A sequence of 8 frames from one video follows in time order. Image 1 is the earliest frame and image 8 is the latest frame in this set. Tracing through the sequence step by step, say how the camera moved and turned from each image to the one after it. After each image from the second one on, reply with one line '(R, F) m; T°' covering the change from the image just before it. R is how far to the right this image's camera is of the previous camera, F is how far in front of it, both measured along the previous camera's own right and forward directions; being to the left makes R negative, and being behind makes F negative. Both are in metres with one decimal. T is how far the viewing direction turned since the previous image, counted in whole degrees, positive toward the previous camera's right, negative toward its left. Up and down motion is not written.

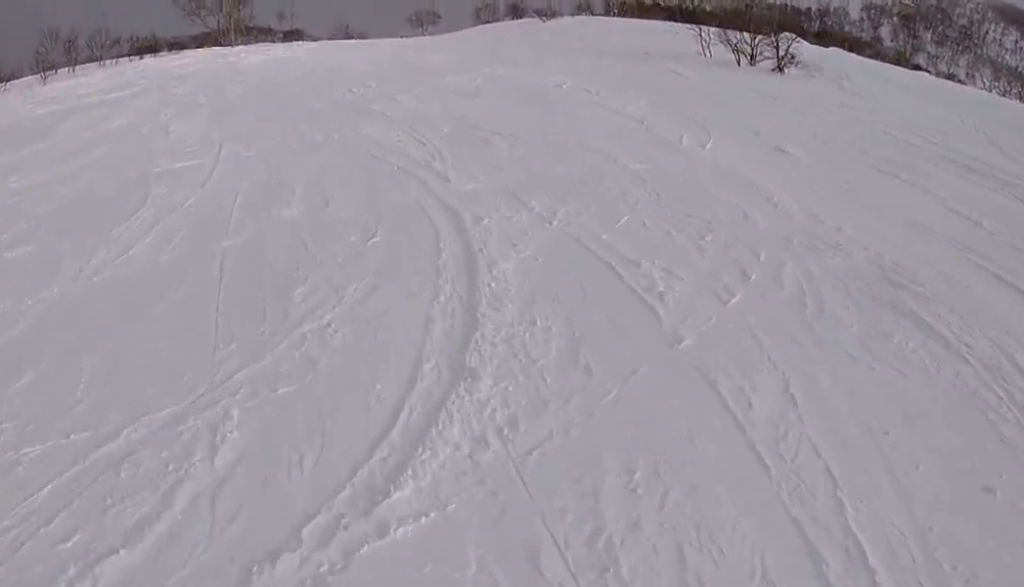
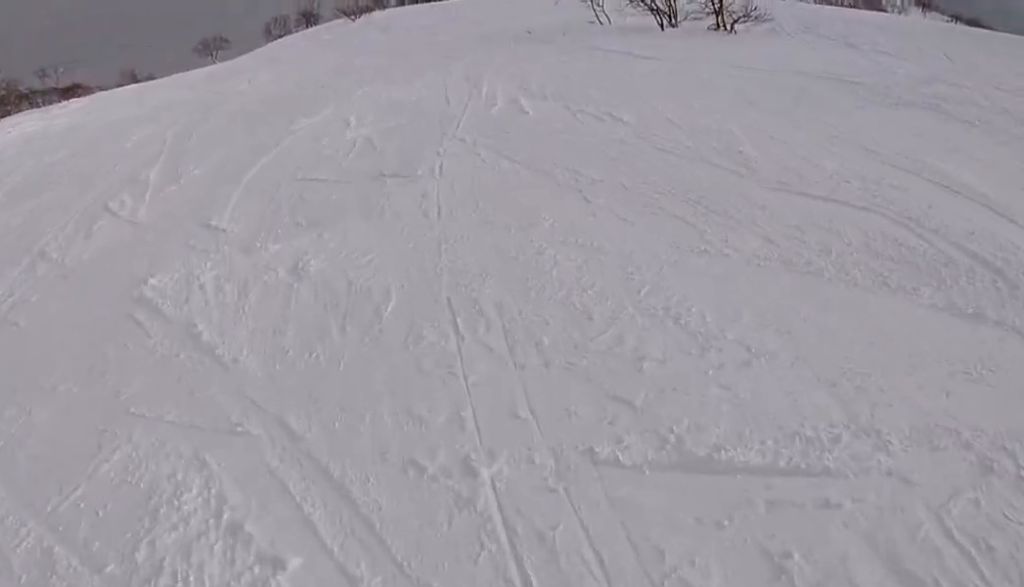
(-0.5, +8.6) m; -5°
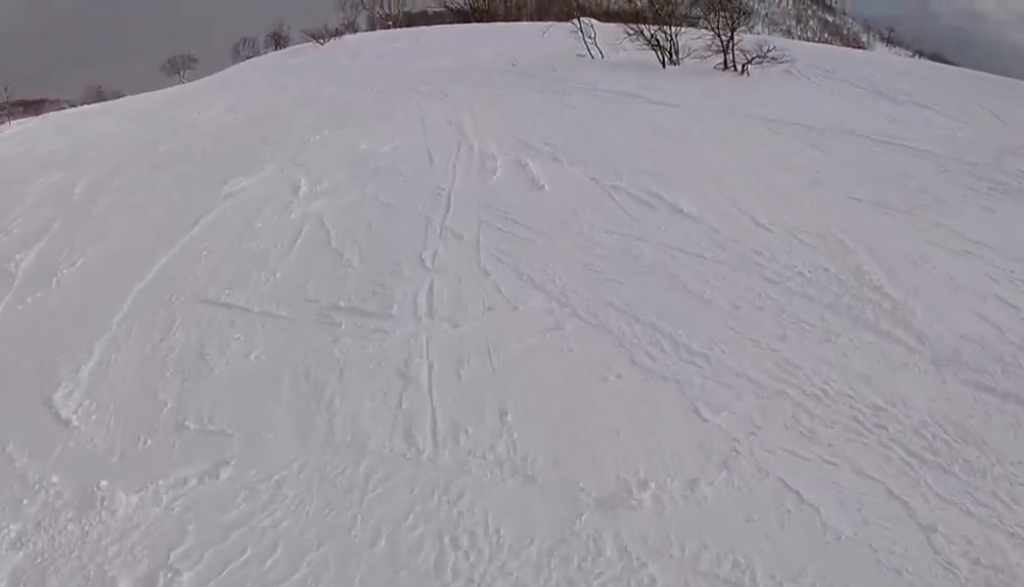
(-0.2, +2.5) m; 0°
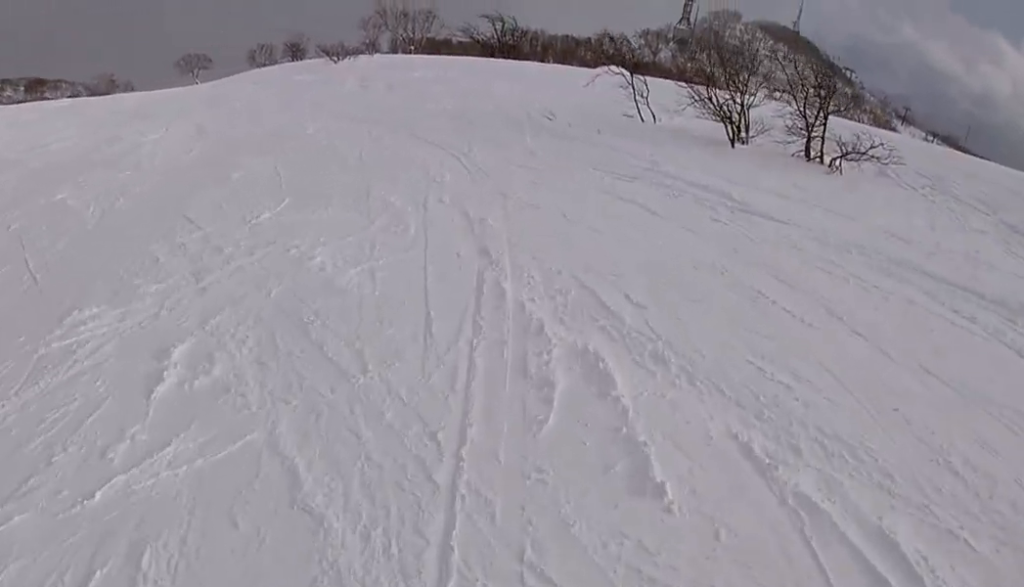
(+0.1, +3.7) m; +2°
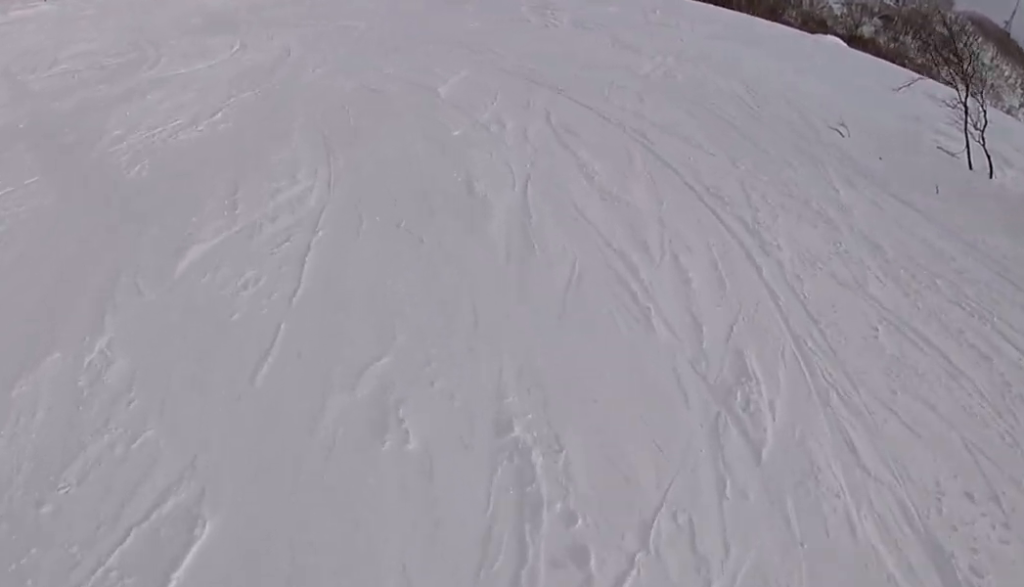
(+0.3, +6.0) m; +3°
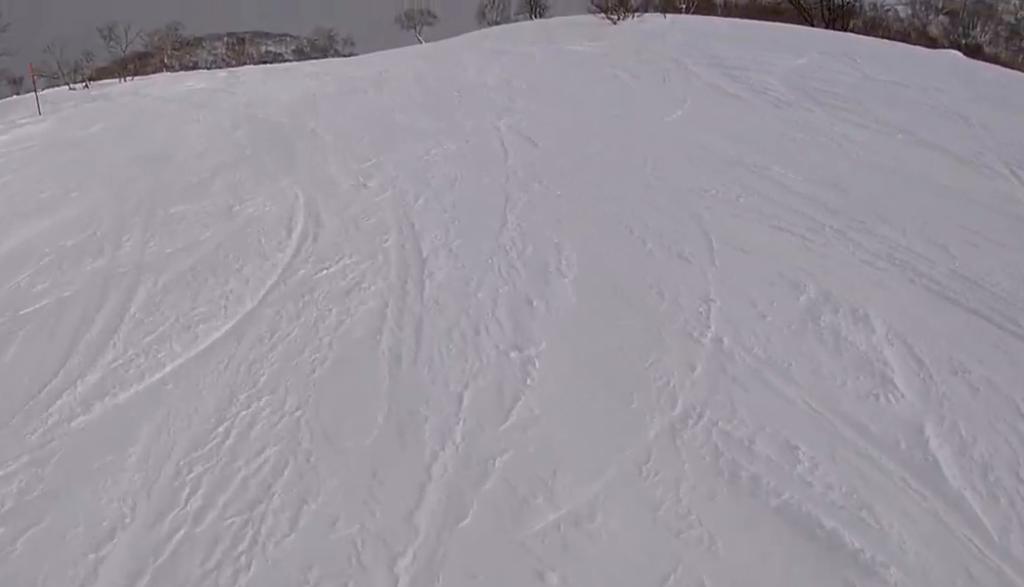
(0.0, +6.7) m; -3°
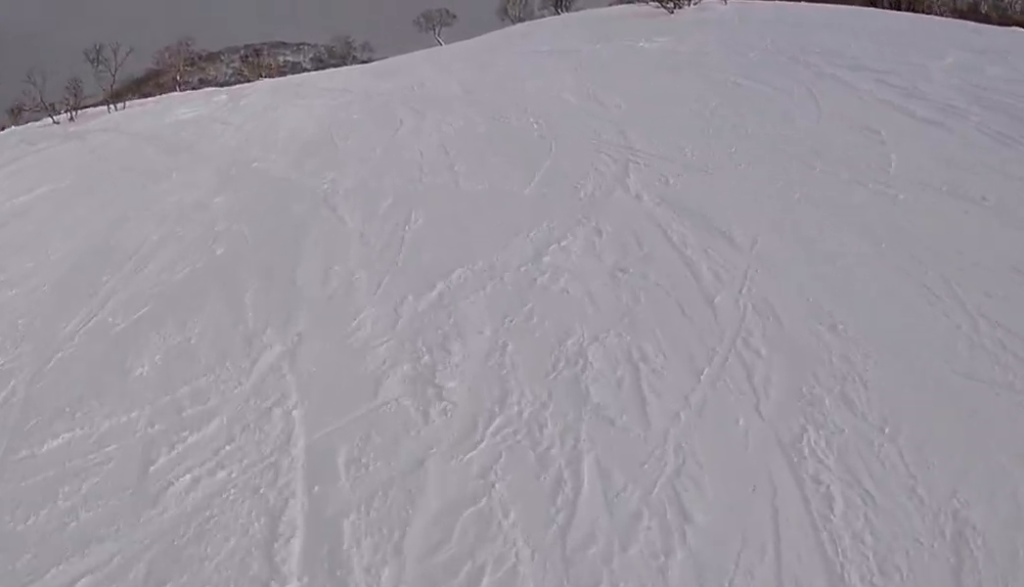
(0.0, +3.7) m; -2°
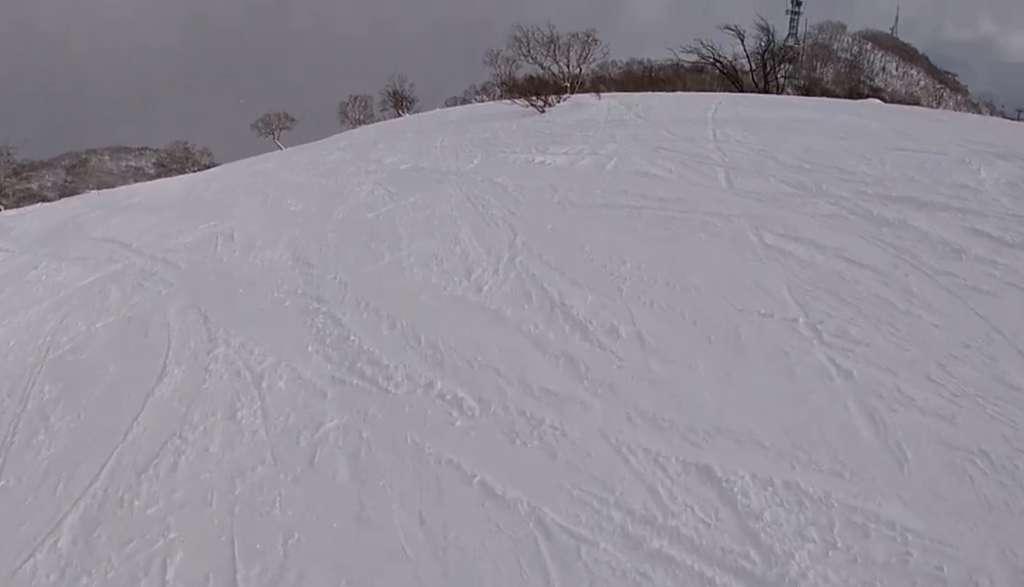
(-0.4, +5.3) m; 0°
